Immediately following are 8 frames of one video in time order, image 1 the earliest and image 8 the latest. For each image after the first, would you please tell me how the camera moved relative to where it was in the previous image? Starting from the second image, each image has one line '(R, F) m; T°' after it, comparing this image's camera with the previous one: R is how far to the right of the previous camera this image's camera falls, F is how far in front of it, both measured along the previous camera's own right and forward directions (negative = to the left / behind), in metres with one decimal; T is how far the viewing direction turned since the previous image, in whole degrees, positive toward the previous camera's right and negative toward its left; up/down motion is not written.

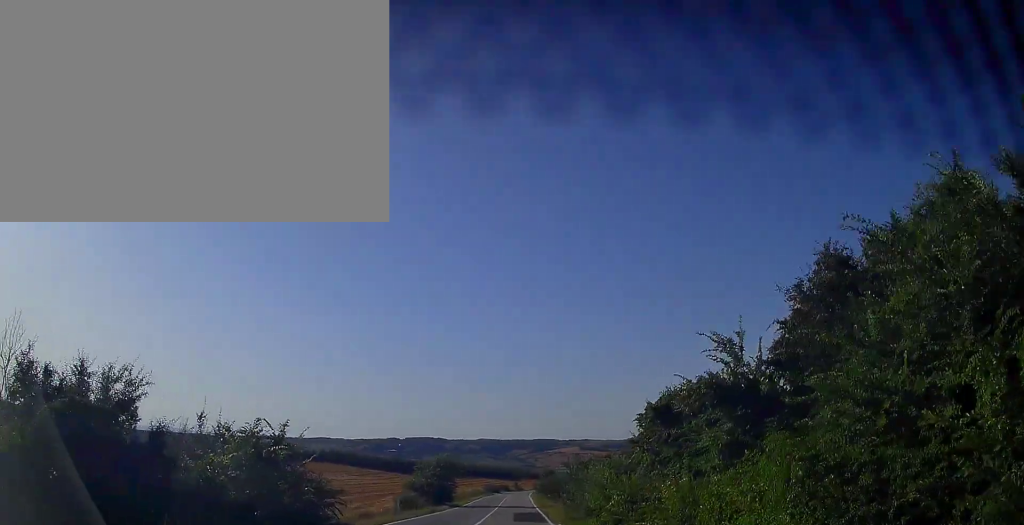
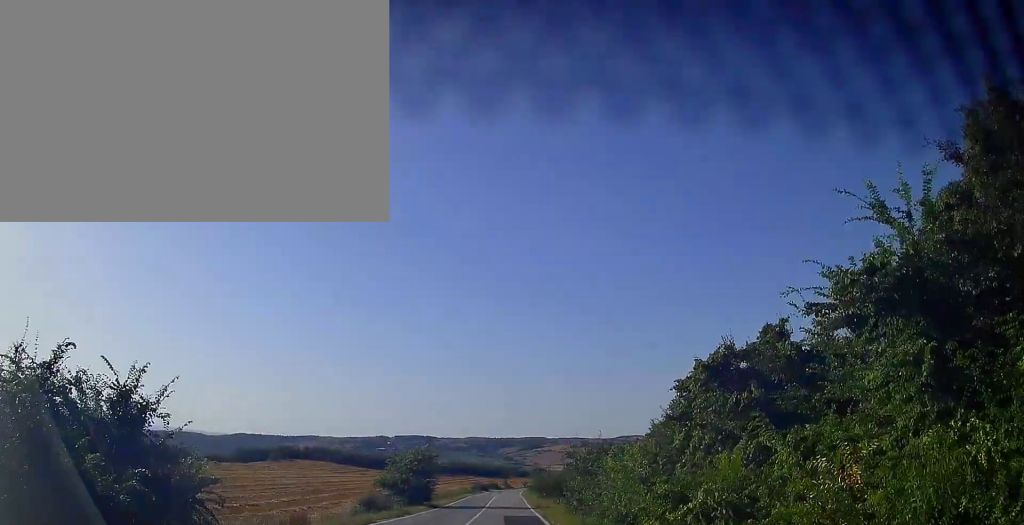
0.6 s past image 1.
(+0.4, +8.2) m; +2°
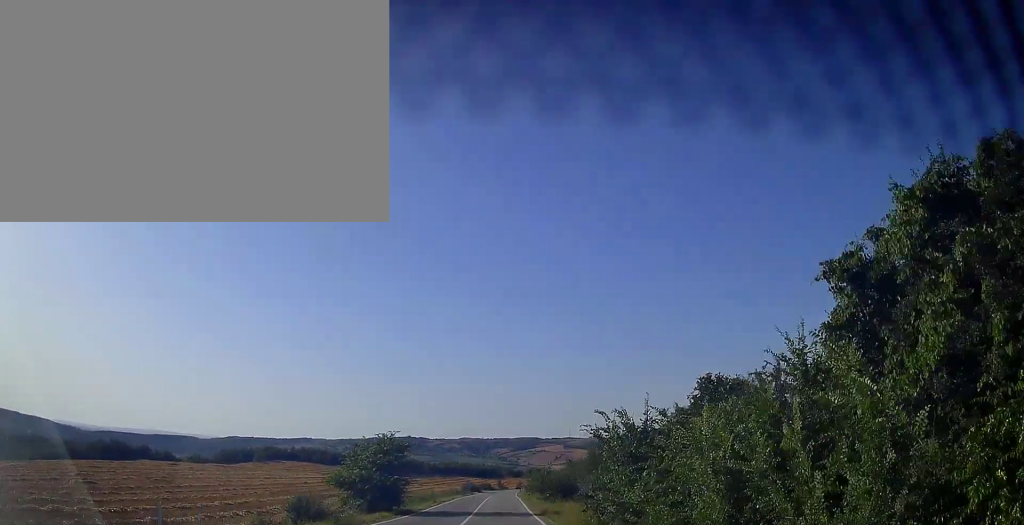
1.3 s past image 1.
(+0.3, +10.9) m; +2°
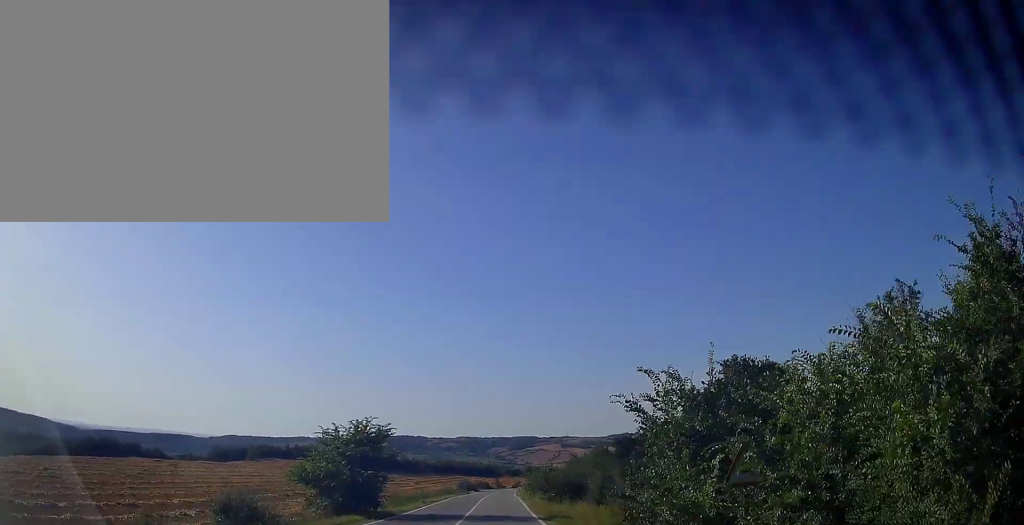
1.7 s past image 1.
(0.0, +6.2) m; 0°
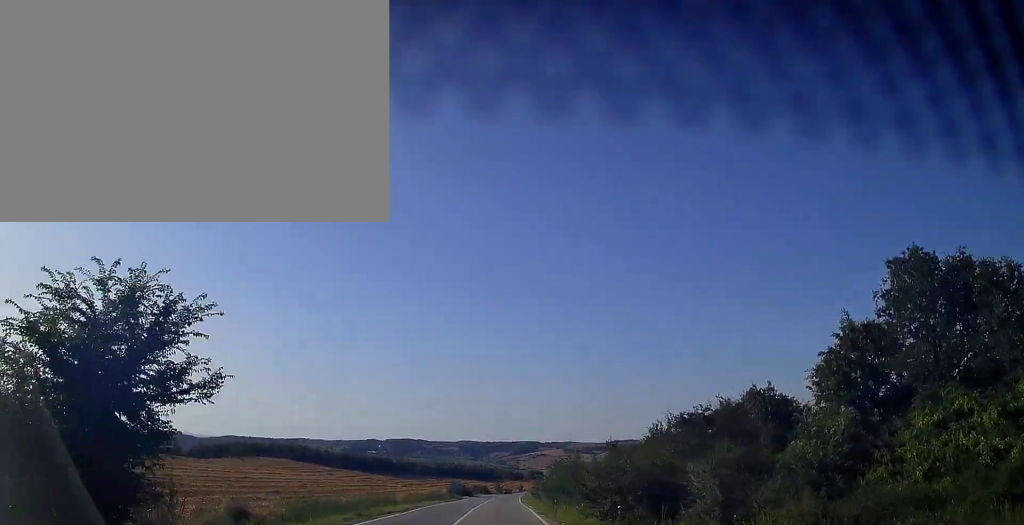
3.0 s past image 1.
(-0.1, +20.7) m; 0°
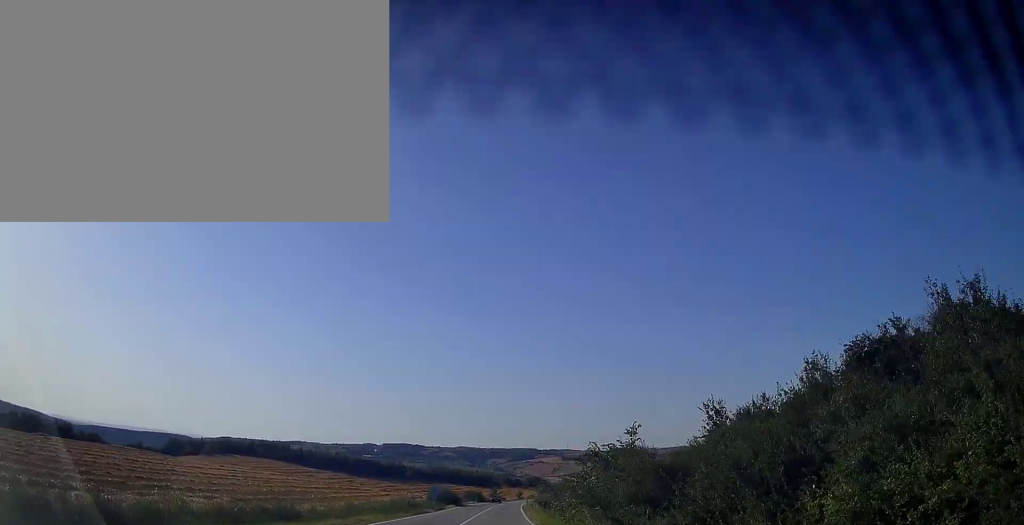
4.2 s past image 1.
(+0.2, +20.2) m; 0°
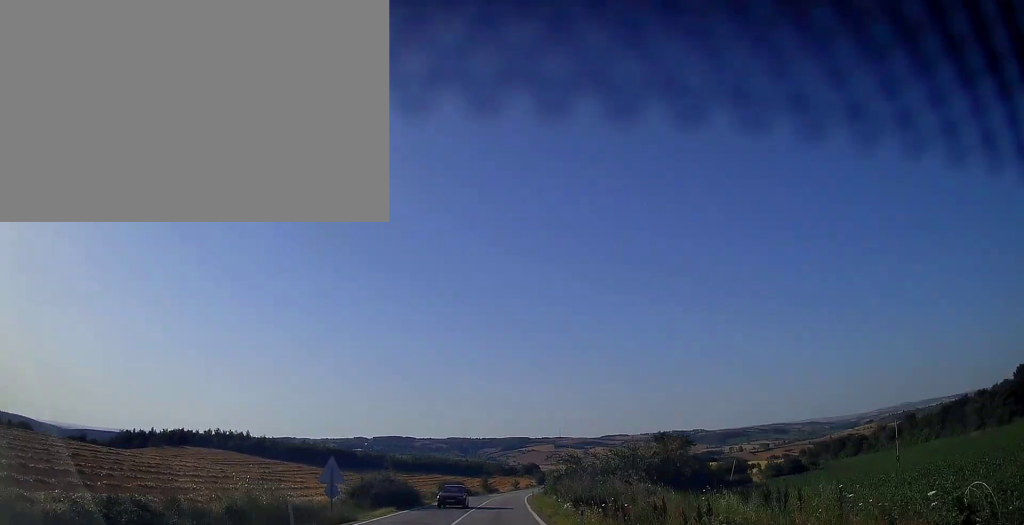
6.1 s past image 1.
(0.0, +33.2) m; 0°
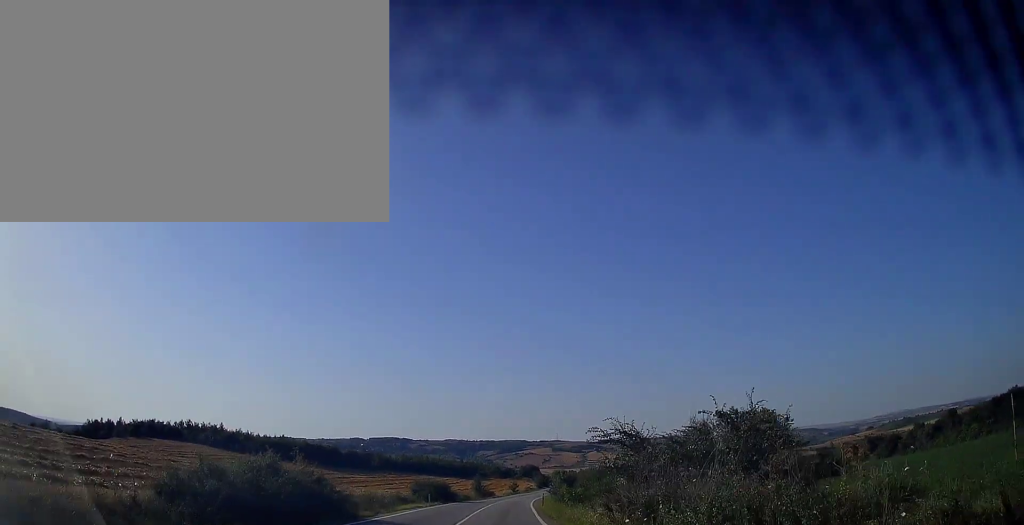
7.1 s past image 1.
(0.0, +18.7) m; 0°
